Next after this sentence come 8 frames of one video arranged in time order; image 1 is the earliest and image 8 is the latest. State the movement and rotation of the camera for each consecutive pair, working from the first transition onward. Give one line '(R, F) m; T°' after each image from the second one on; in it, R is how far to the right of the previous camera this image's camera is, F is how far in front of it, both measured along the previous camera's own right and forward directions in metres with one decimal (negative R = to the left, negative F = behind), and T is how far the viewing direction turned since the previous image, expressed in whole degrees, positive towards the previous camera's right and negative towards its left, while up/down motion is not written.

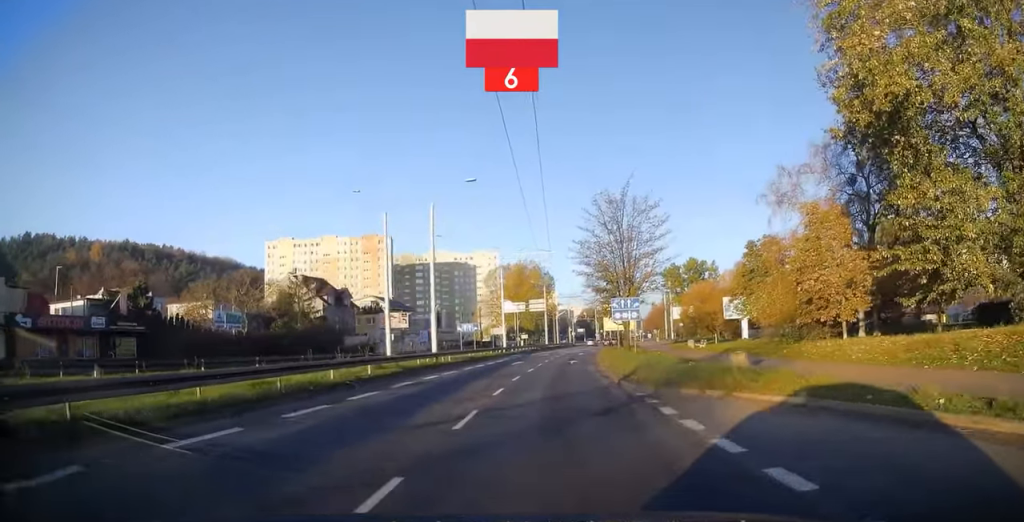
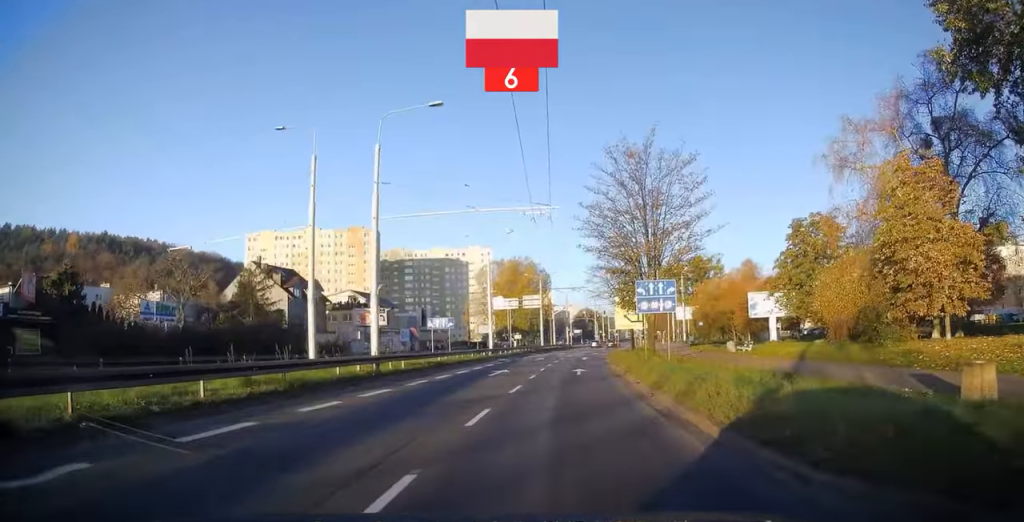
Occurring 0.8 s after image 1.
(0.0, +12.0) m; 0°
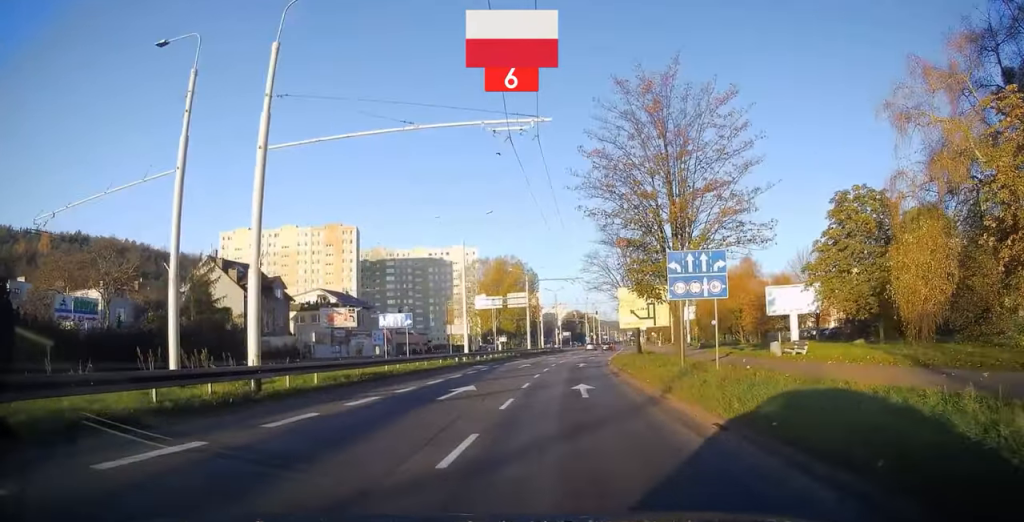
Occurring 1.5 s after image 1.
(0.0, +9.6) m; +1°
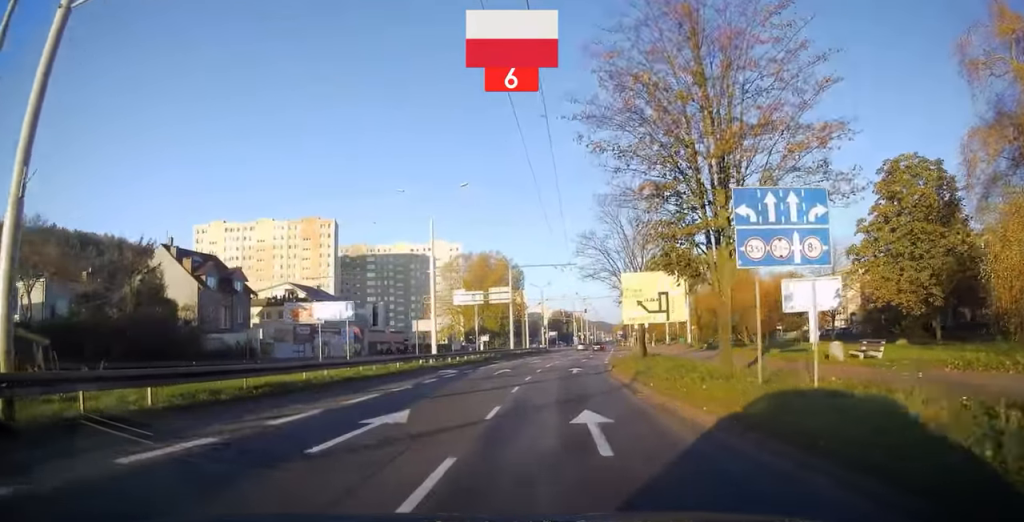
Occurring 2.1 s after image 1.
(+0.1, +7.9) m; +2°
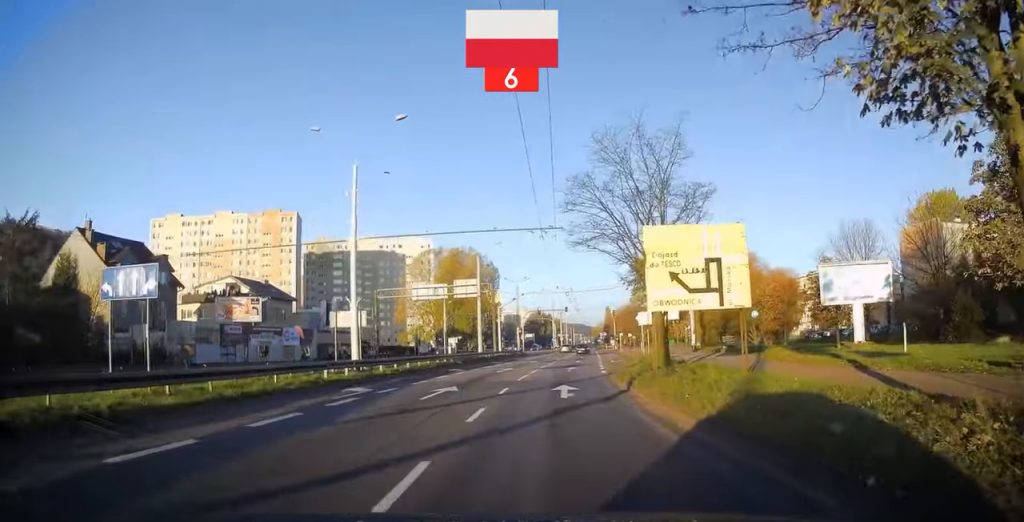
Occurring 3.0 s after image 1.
(+0.3, +12.2) m; +3°
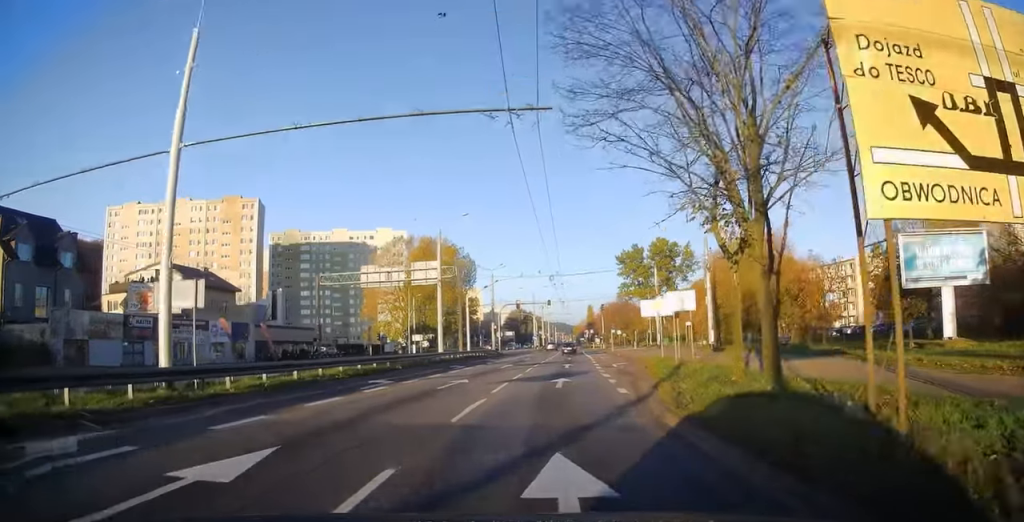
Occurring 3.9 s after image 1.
(+0.3, +12.8) m; 0°
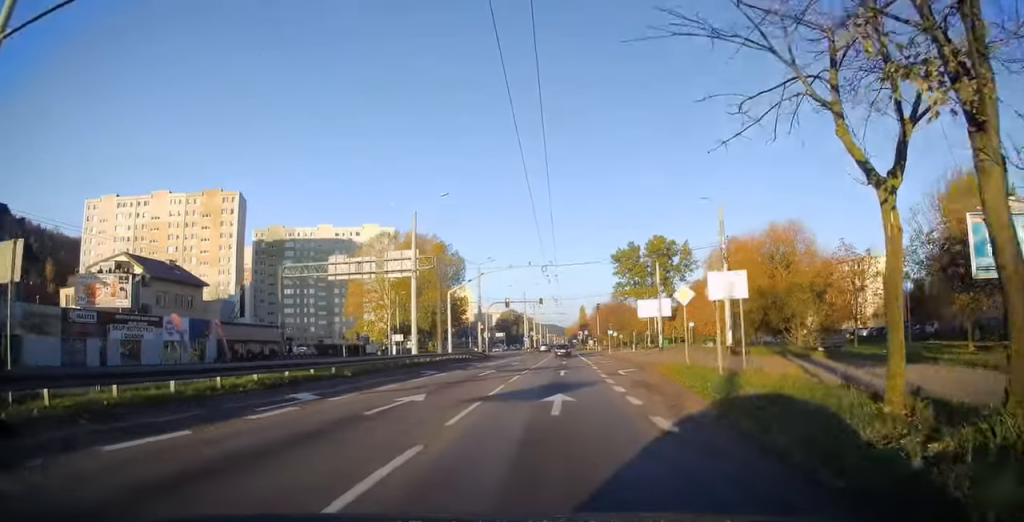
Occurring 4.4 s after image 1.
(-0.2, +6.6) m; 0°
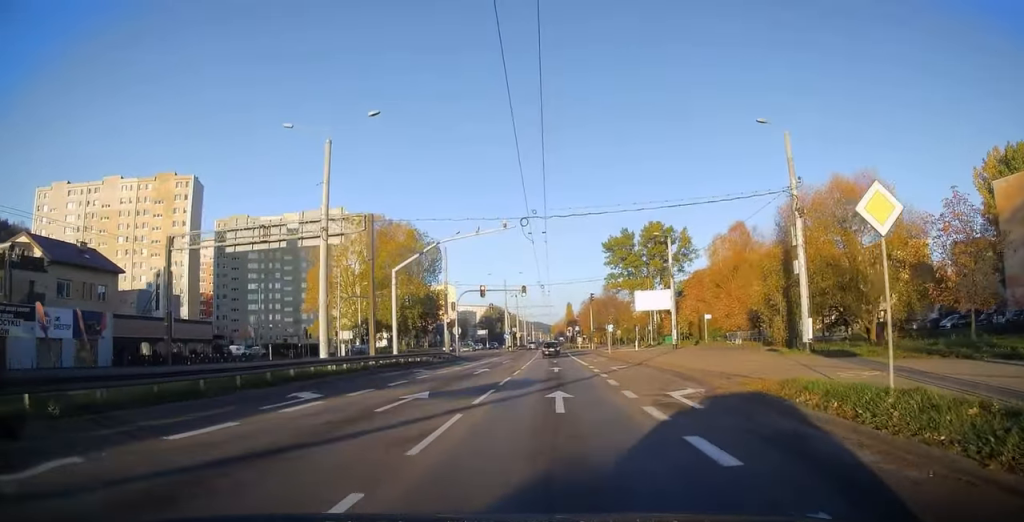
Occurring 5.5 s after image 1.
(+0.2, +14.6) m; +2°
